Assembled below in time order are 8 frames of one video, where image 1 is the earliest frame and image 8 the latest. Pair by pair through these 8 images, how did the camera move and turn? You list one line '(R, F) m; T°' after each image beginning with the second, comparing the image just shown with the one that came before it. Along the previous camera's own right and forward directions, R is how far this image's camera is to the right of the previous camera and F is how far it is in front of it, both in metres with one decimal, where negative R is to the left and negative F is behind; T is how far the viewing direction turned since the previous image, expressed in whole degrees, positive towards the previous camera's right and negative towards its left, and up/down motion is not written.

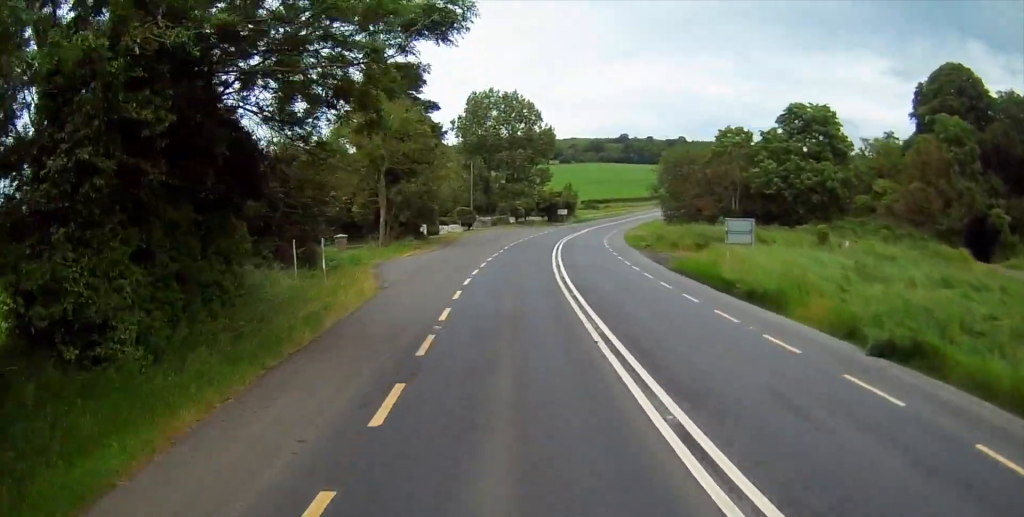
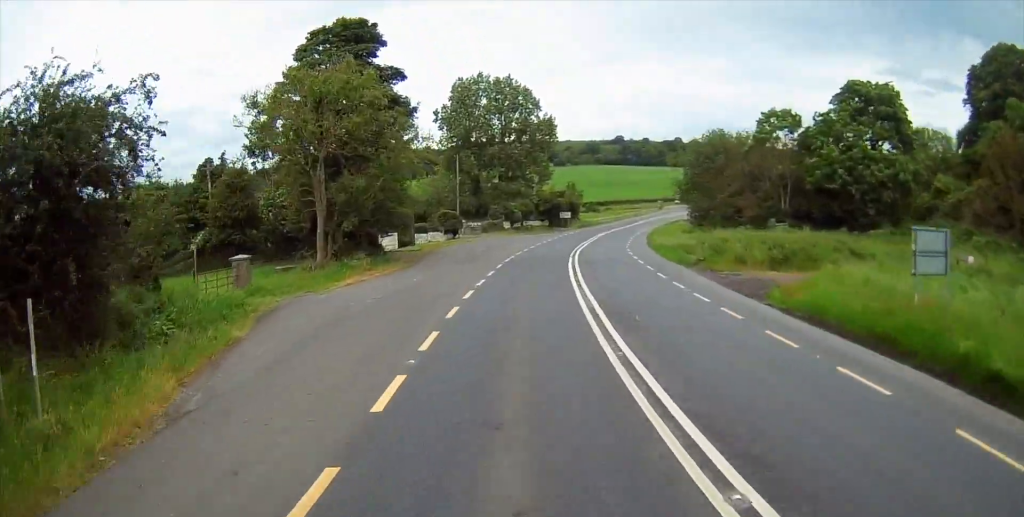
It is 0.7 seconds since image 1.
(0.0, +15.4) m; 0°
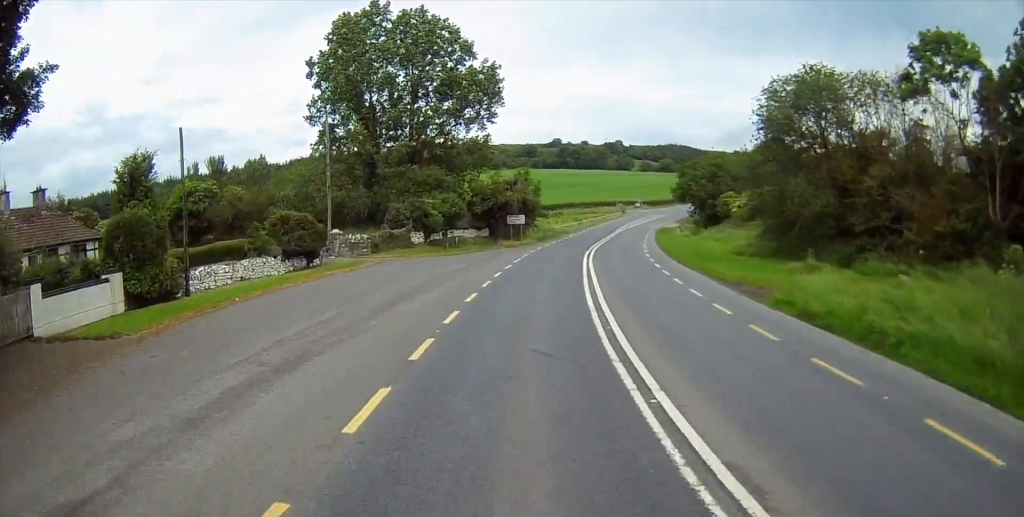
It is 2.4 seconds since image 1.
(+0.9, +34.8) m; +4°
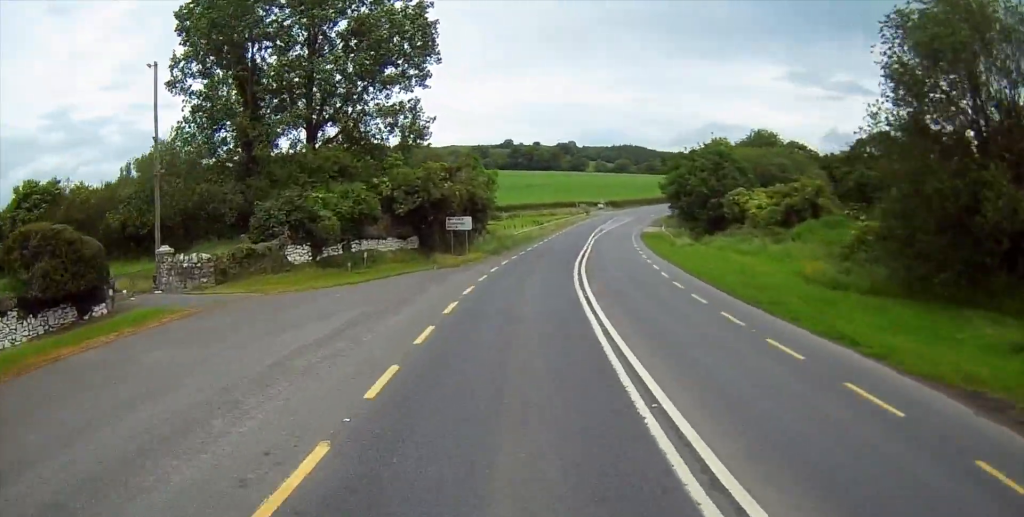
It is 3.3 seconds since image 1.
(+0.5, +18.1) m; +3°
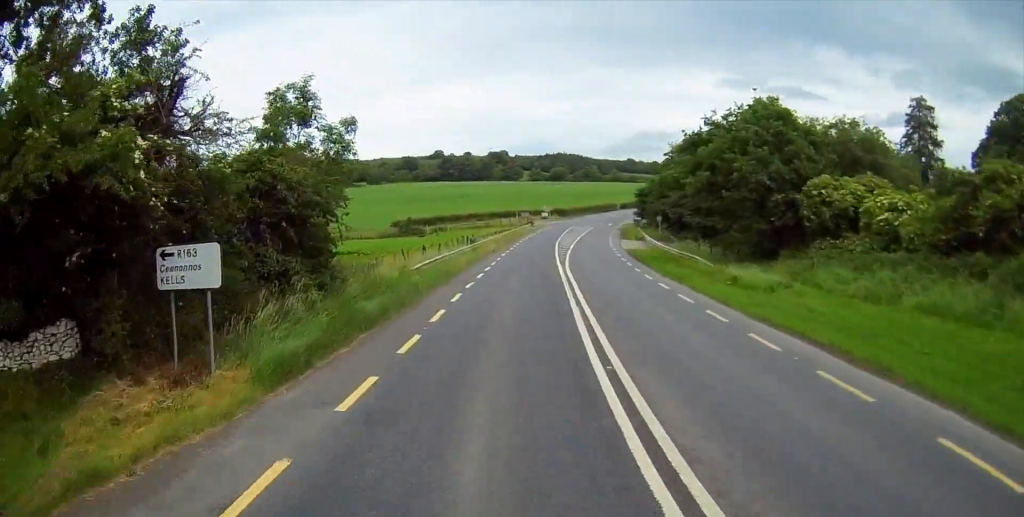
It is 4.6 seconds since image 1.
(+1.5, +28.0) m; +7°
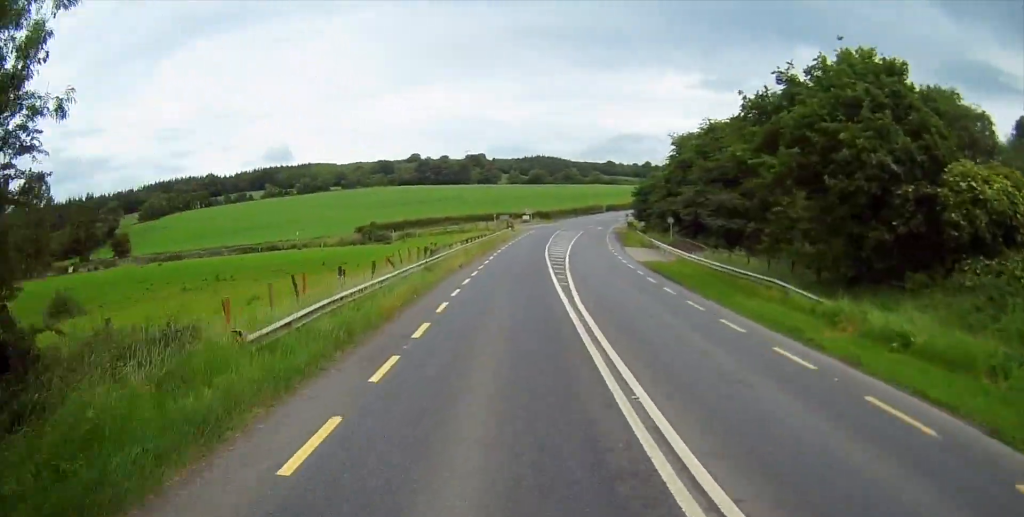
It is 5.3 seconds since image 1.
(+0.4, +14.2) m; +2°
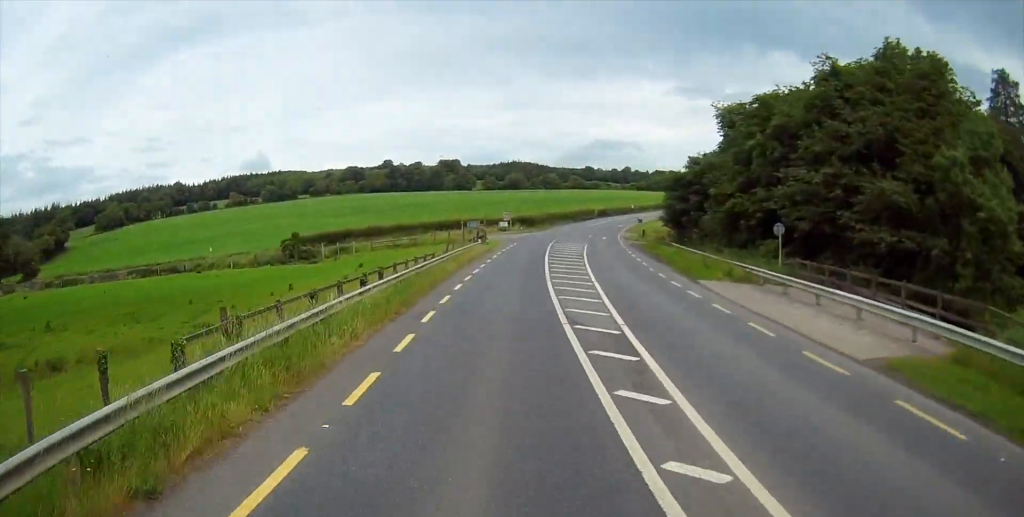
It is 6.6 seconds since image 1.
(+0.7, +28.8) m; +2°
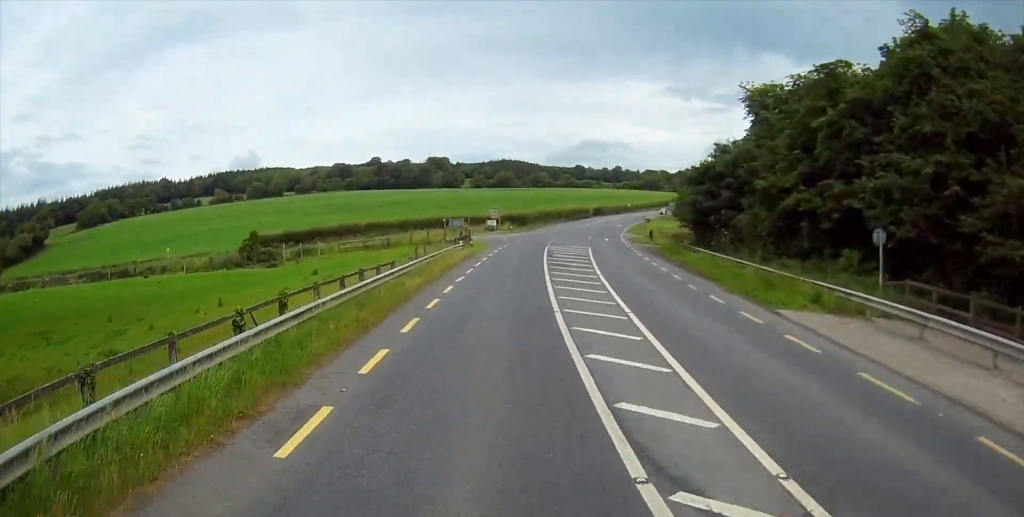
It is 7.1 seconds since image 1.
(0.0, +10.1) m; +1°
